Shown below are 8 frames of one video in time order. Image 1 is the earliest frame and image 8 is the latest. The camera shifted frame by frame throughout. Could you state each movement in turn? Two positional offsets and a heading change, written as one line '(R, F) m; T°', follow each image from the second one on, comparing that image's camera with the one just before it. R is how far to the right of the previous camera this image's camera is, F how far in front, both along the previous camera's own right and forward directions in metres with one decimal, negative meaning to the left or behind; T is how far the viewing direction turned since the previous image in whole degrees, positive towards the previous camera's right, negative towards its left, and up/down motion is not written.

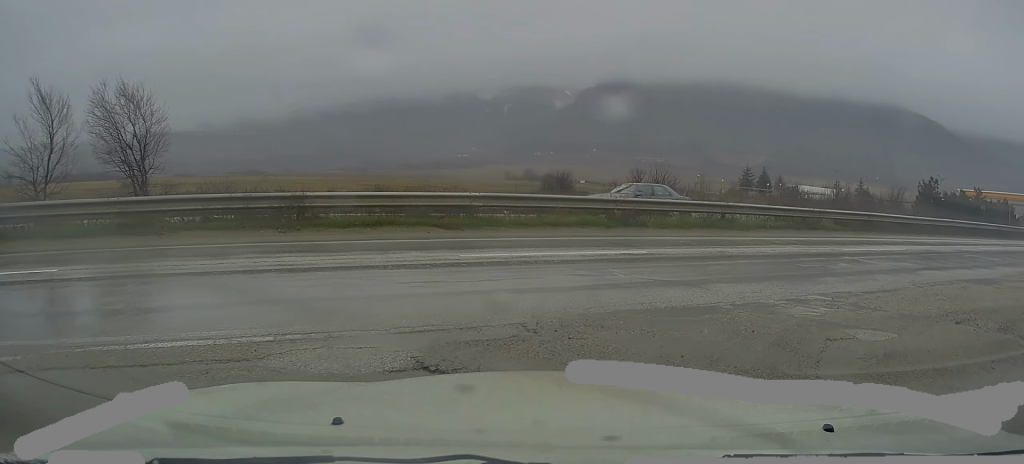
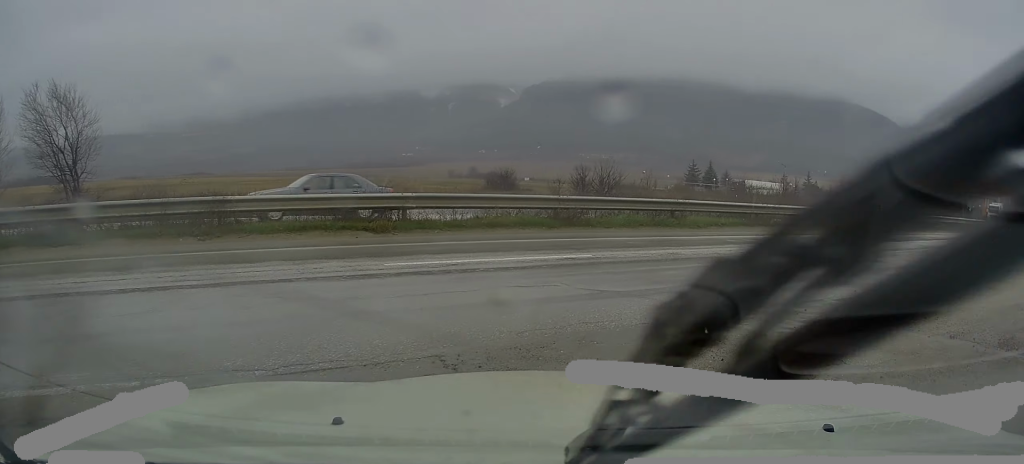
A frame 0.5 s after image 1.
(+0.1, +1.2) m; +7°
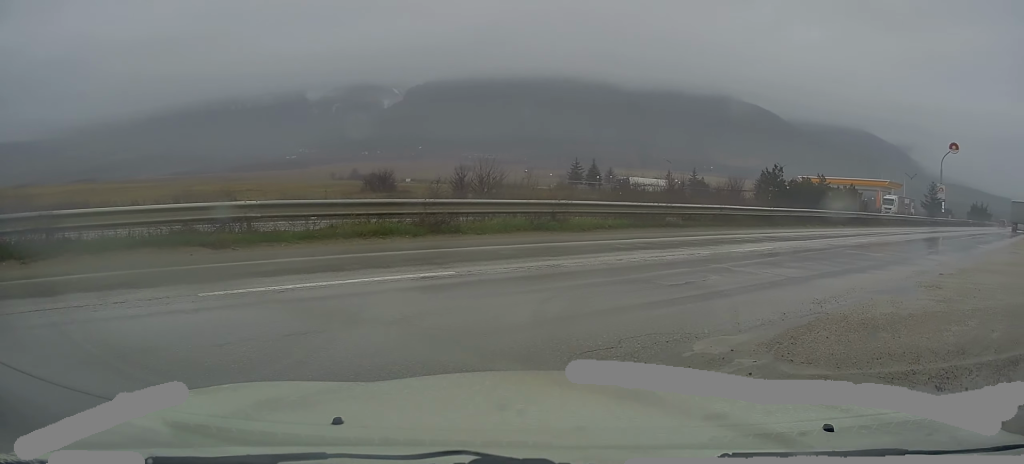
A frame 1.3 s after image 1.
(+0.1, +1.9) m; +13°
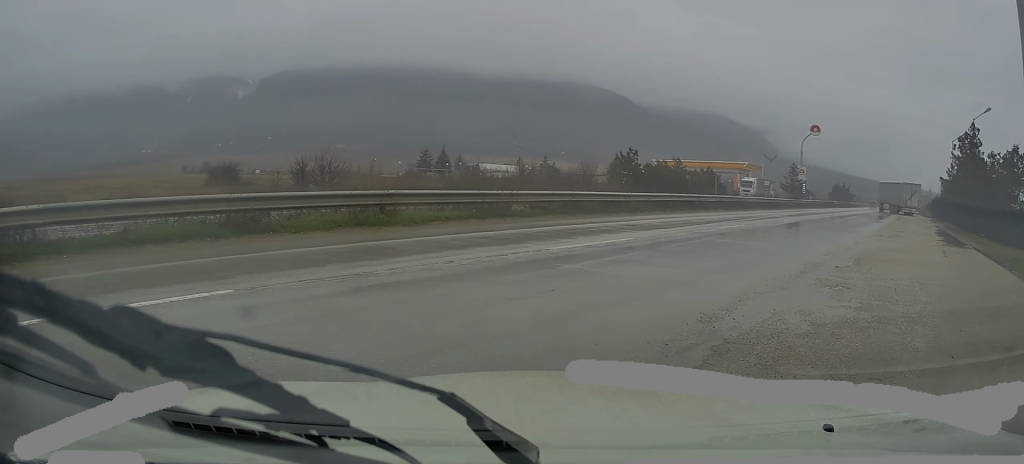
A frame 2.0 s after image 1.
(+0.3, +1.9) m; +19°
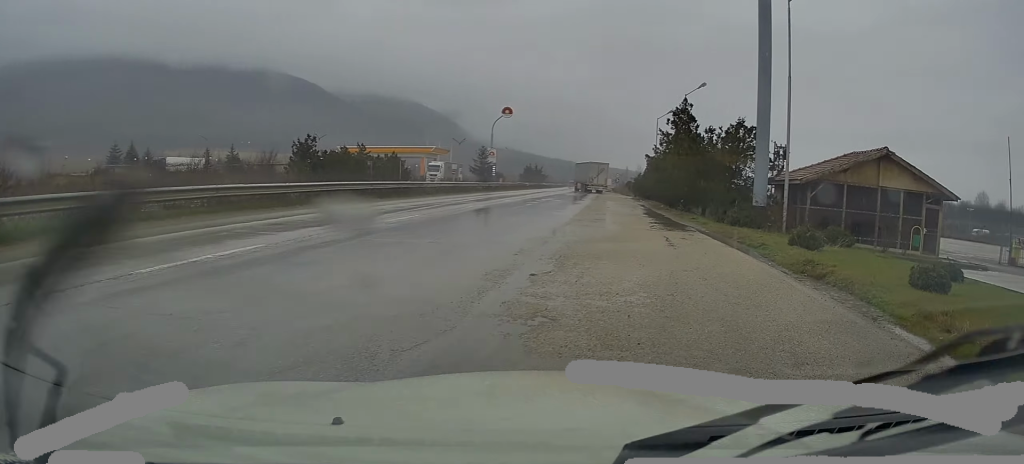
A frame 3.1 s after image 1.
(+0.8, +3.0) m; +17°
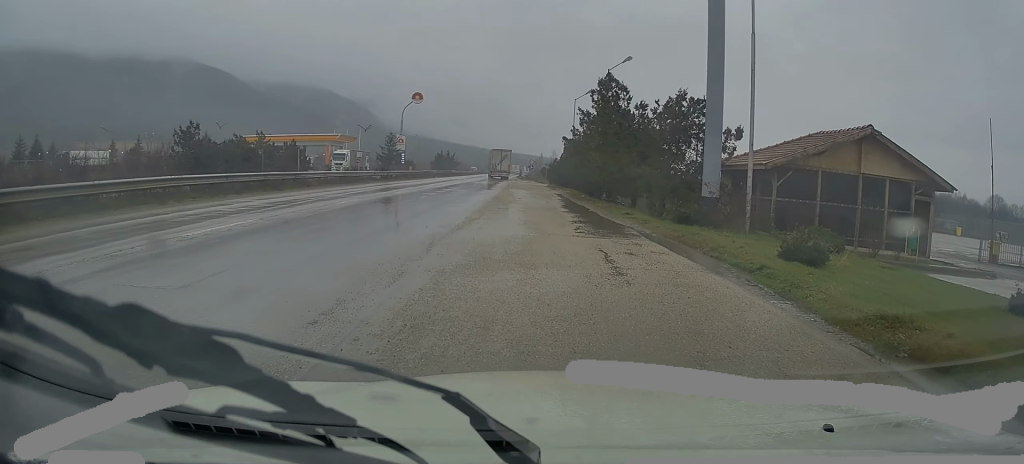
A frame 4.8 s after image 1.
(+0.2, +5.4) m; +5°
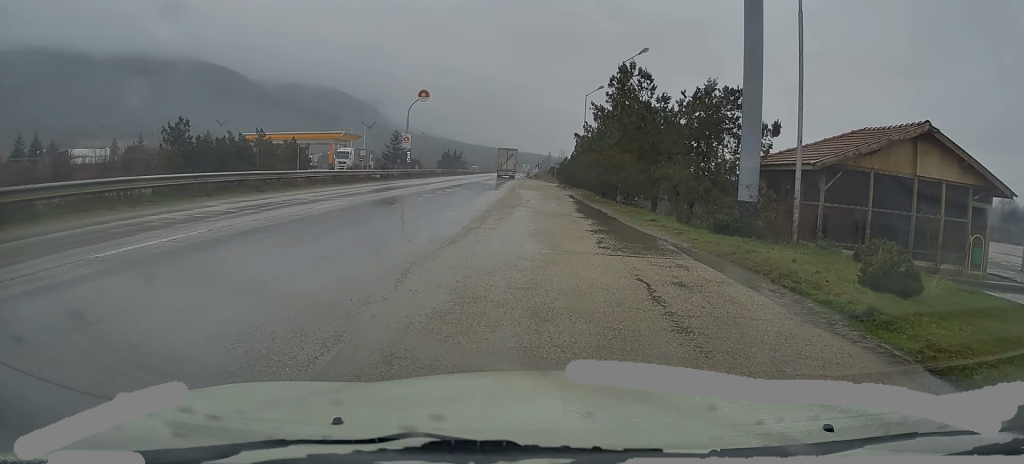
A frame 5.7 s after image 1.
(+0.2, +2.8) m; +1°
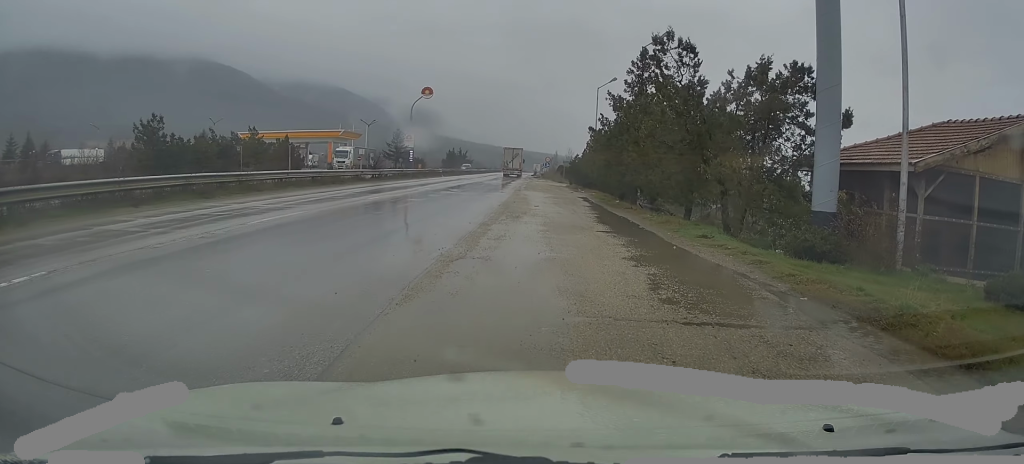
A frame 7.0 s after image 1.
(-0.3, +4.4) m; -6°
